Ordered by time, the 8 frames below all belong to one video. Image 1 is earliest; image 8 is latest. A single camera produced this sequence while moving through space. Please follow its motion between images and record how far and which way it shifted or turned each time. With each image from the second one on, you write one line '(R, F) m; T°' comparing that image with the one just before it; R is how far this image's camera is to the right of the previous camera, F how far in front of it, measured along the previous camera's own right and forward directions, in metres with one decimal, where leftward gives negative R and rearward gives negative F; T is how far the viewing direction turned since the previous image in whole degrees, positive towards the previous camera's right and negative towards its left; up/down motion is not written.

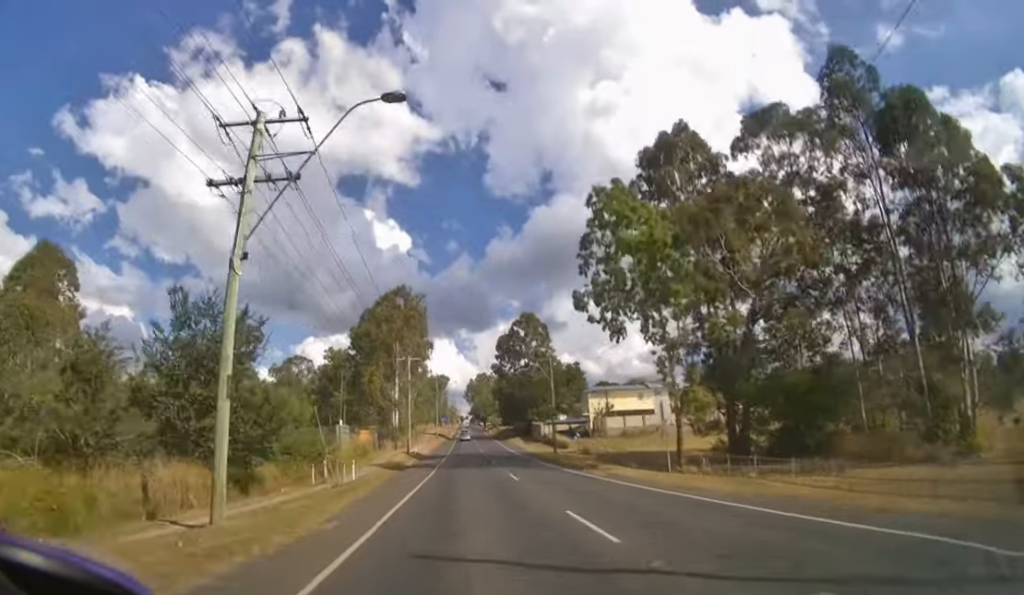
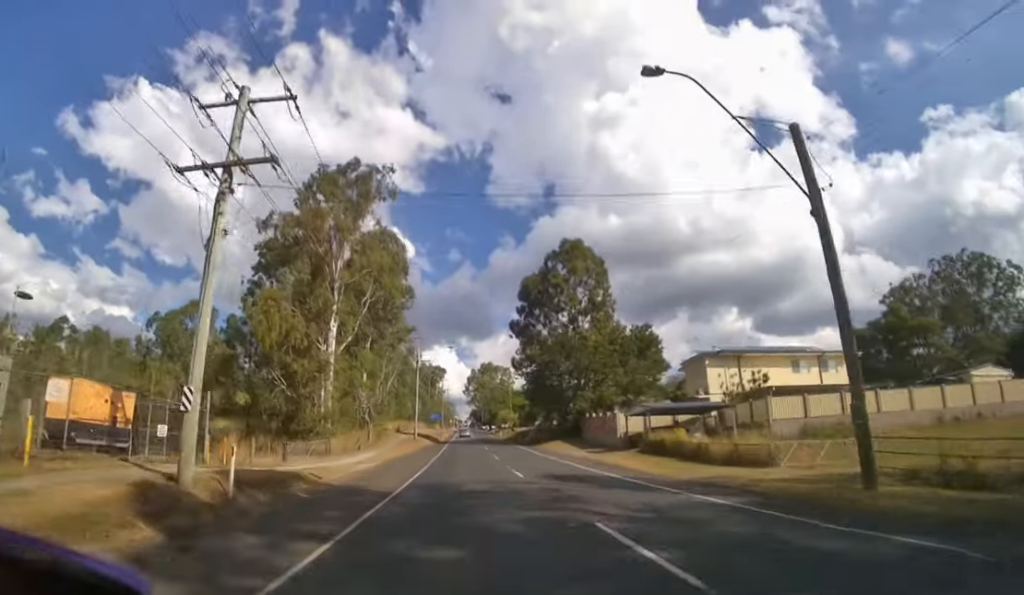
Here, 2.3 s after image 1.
(+0.2, +37.6) m; 0°
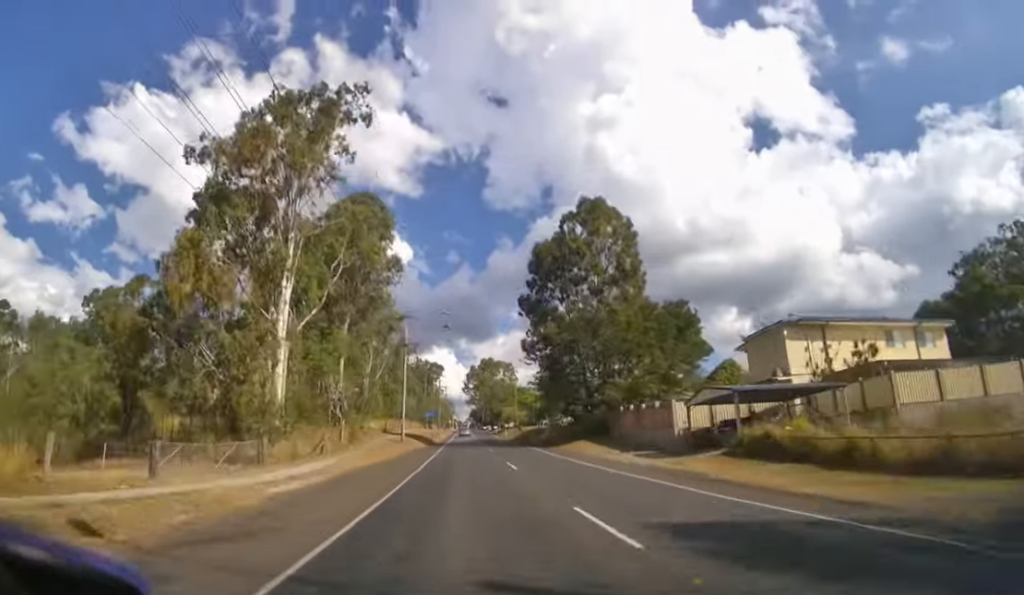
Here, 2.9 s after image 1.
(0.0, +9.5) m; 0°
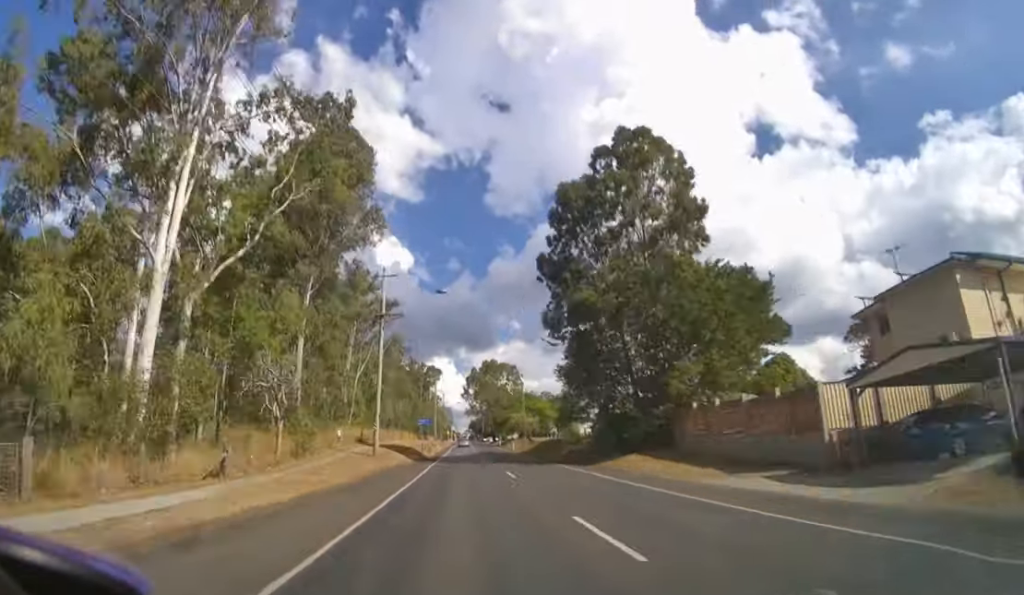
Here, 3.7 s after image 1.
(0.0, +10.8) m; 0°
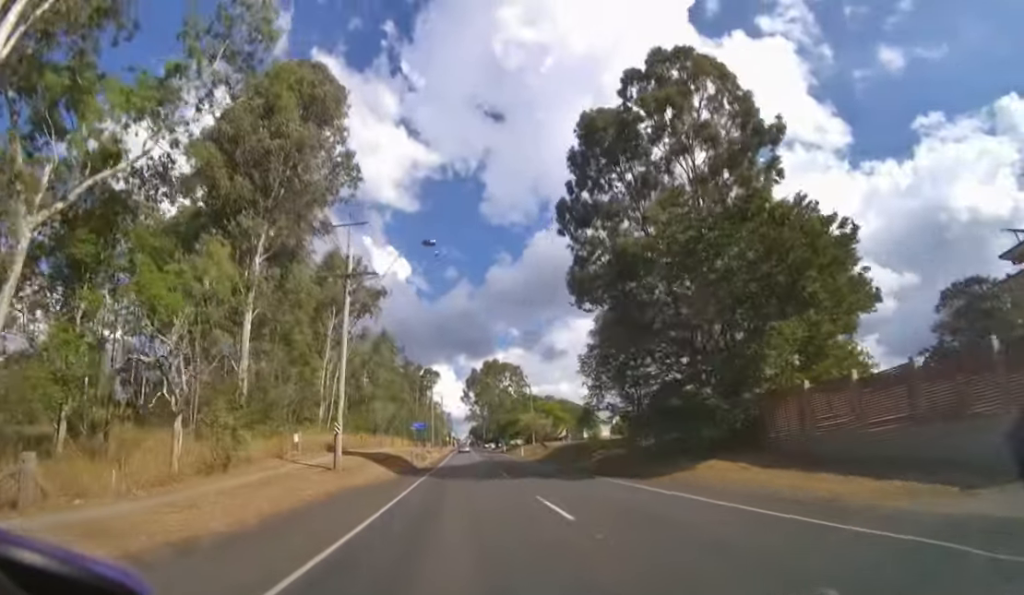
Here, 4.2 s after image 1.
(0.0, +7.3) m; 0°
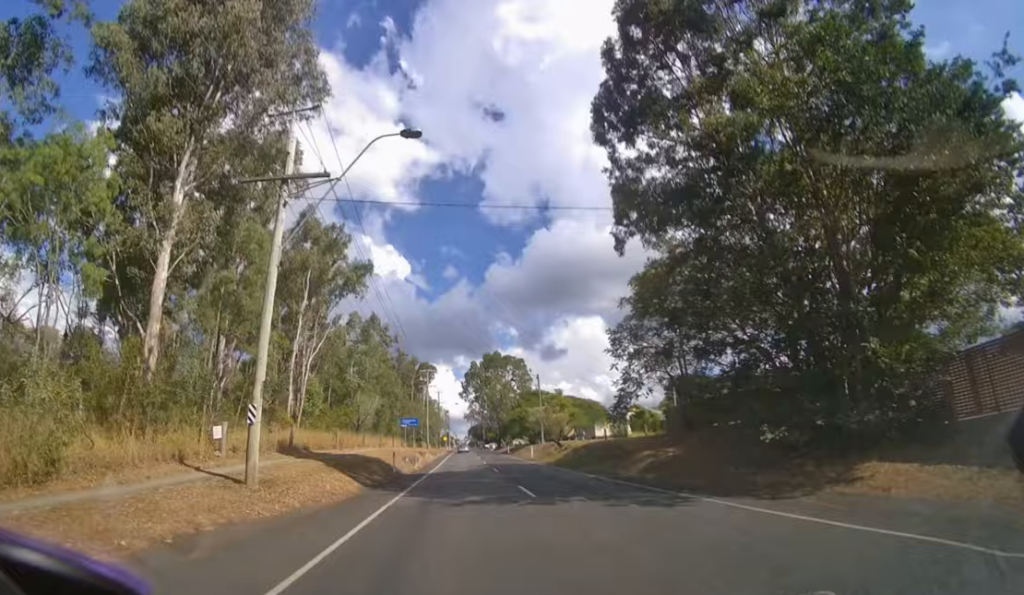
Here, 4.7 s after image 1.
(0.0, +7.4) m; 0°
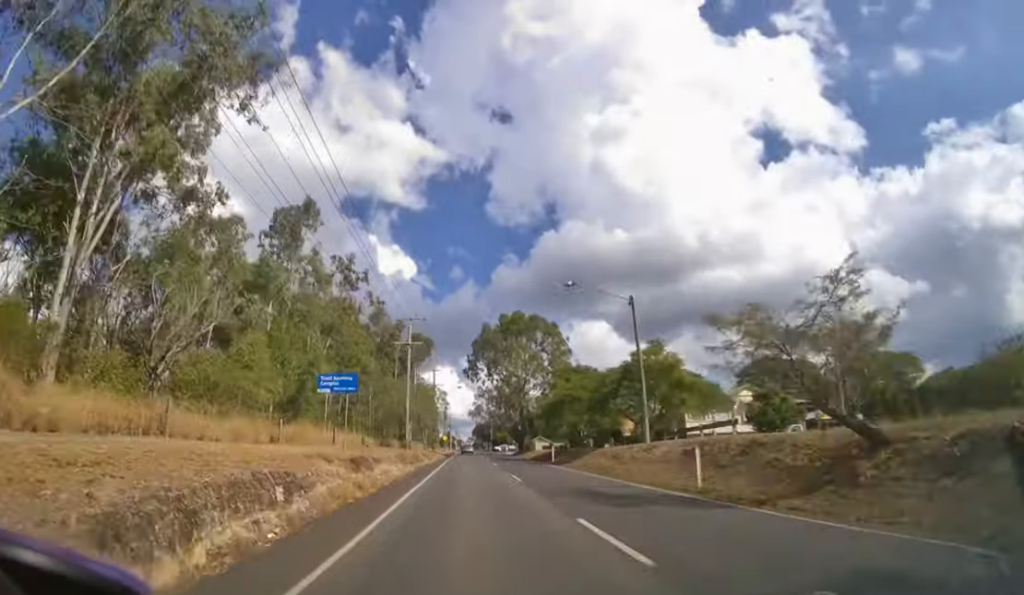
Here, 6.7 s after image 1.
(-0.2, +31.8) m; -1°
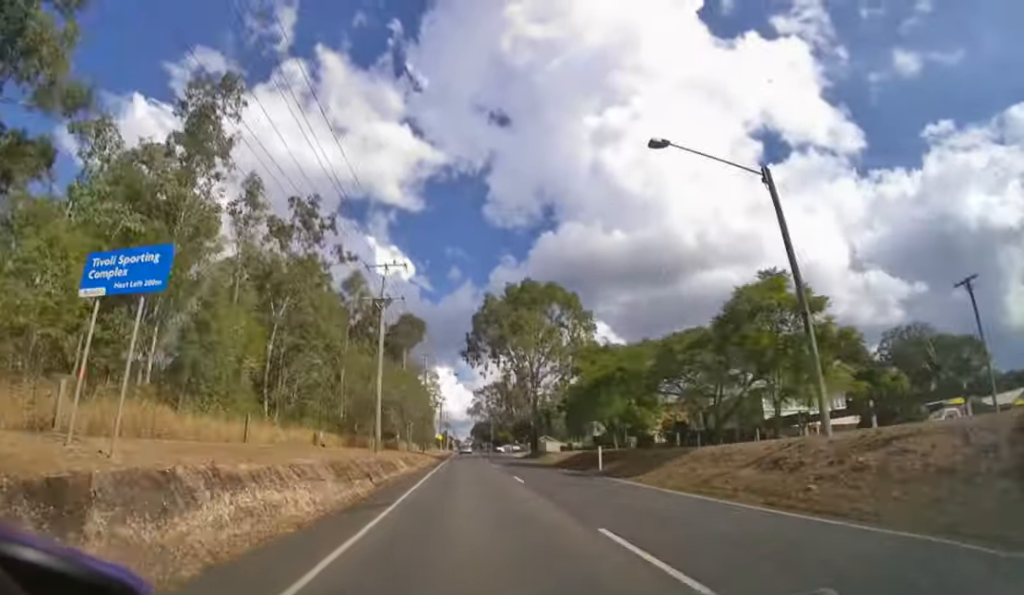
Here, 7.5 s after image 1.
(0.0, +15.7) m; 0°
